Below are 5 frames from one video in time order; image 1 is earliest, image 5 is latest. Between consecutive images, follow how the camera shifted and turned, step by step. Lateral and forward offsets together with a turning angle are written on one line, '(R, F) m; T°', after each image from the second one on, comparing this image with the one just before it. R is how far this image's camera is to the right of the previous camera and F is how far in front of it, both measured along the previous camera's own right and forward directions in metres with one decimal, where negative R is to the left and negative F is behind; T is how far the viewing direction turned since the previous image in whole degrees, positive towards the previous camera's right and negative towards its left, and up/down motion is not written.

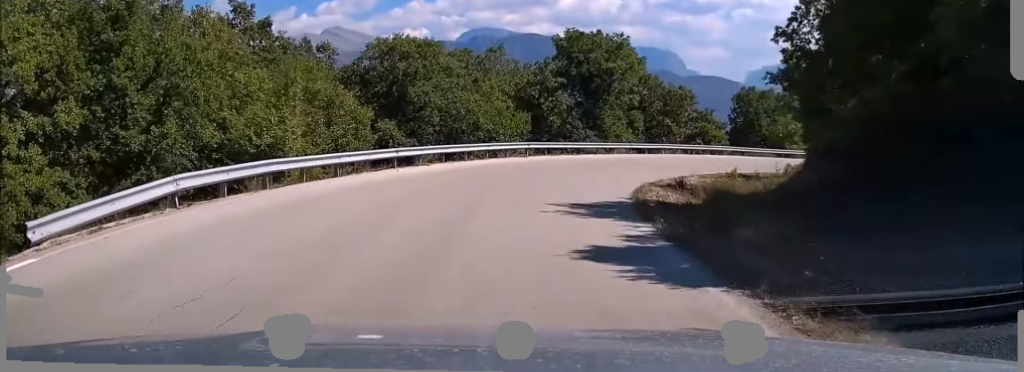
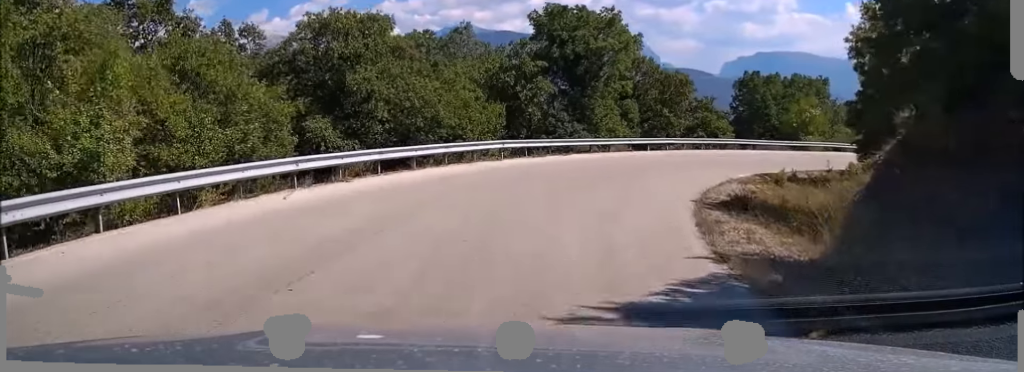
(+0.2, +9.2) m; +4°
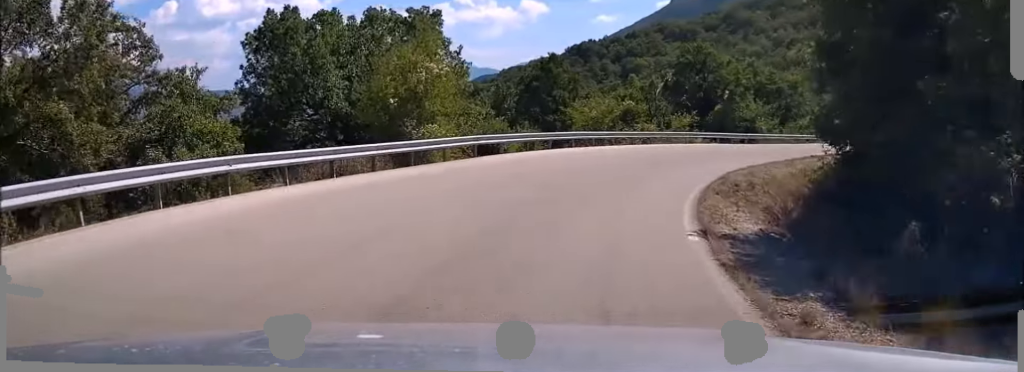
(+9.2, +32.9) m; +39°
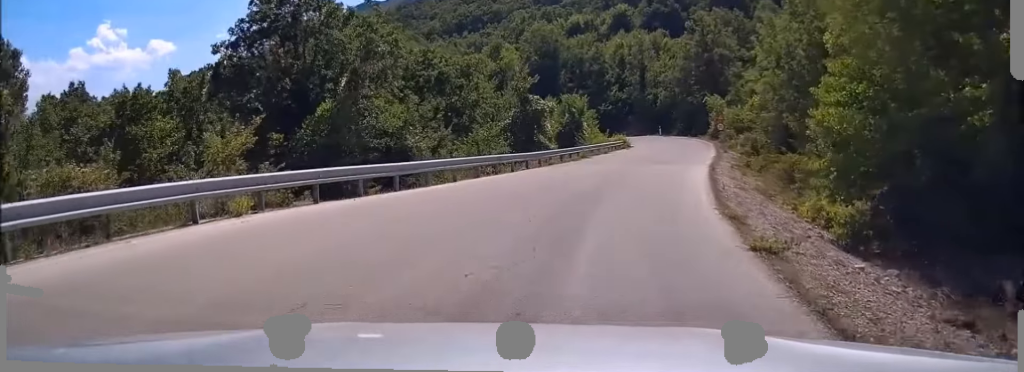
(+8.8, +29.2) m; +31°
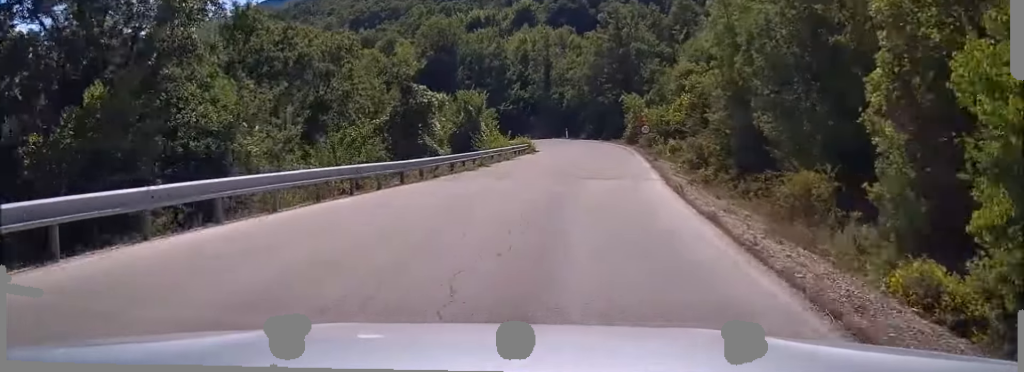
(+0.7, +9.0) m; +7°
